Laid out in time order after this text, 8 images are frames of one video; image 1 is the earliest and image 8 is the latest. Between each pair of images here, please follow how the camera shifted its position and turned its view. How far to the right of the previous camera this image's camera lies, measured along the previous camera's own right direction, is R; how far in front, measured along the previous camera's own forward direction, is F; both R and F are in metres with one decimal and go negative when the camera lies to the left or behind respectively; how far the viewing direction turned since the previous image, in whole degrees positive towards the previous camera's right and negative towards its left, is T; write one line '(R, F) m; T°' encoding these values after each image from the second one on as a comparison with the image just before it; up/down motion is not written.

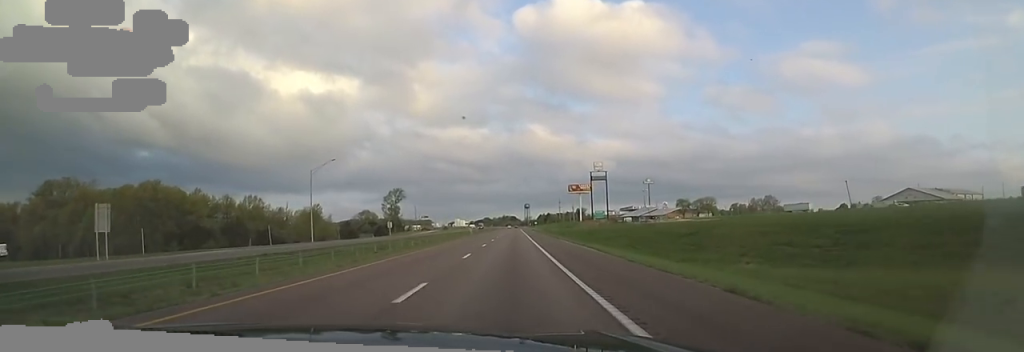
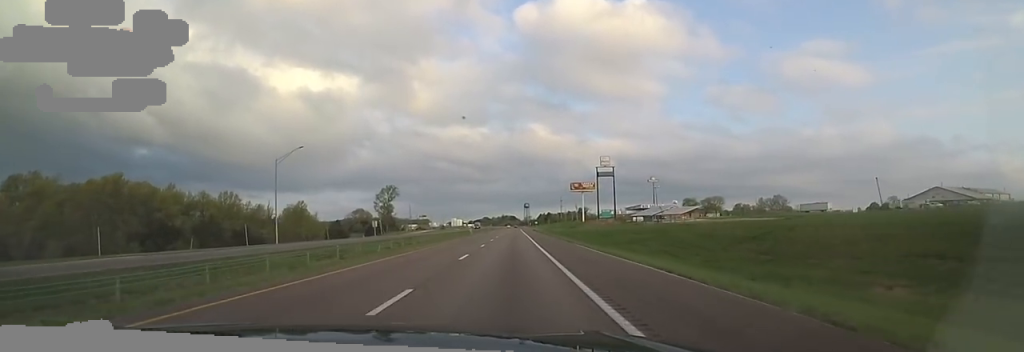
(-0.3, +13.8) m; 0°
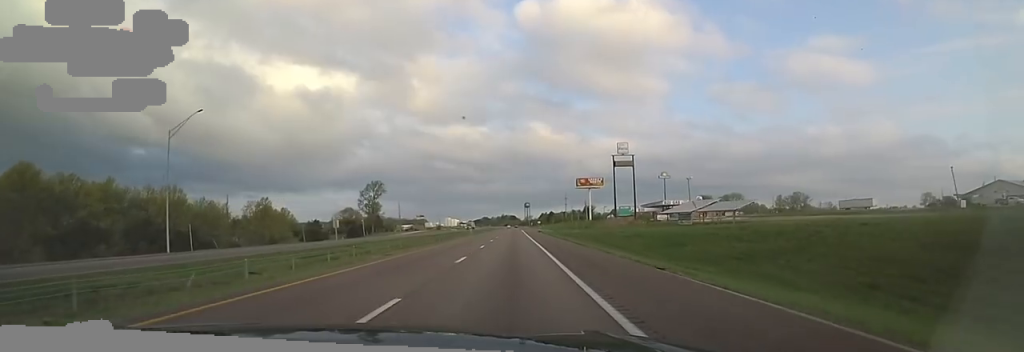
(-0.7, +26.5) m; 0°
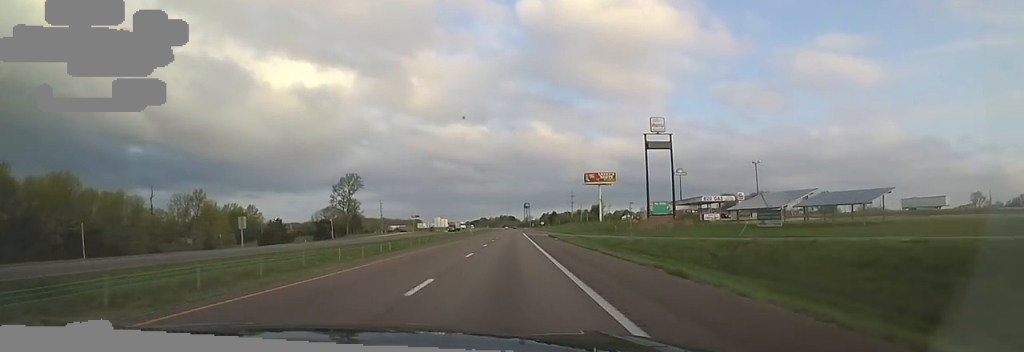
(+0.9, +33.3) m; +2°
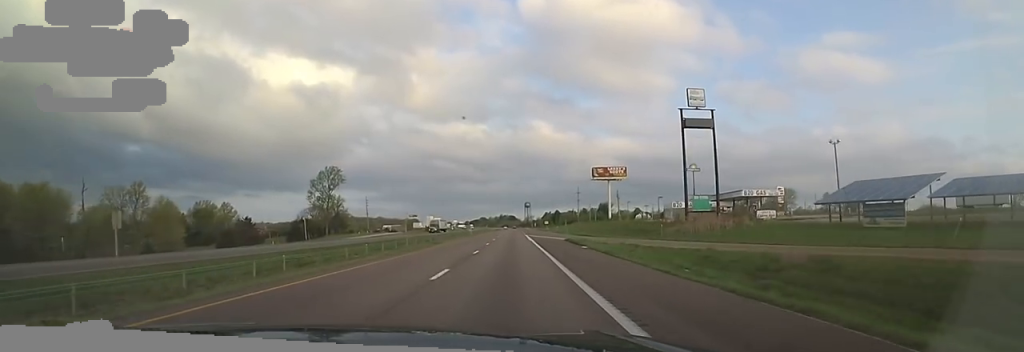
(+0.3, +21.6) m; 0°
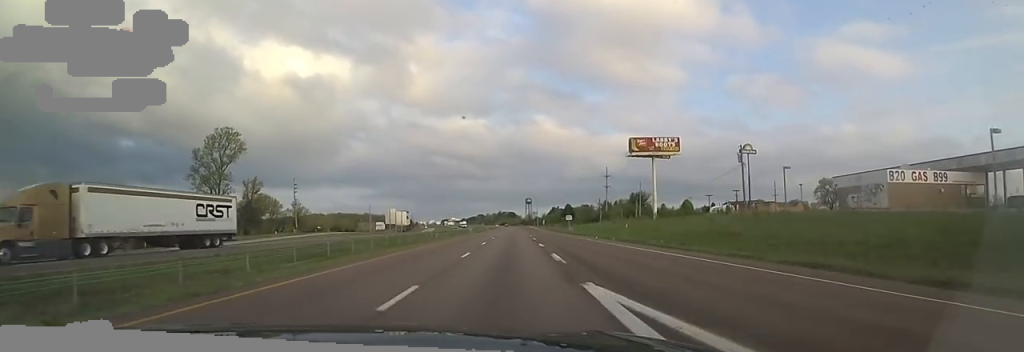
(-1.5, +65.5) m; -3°
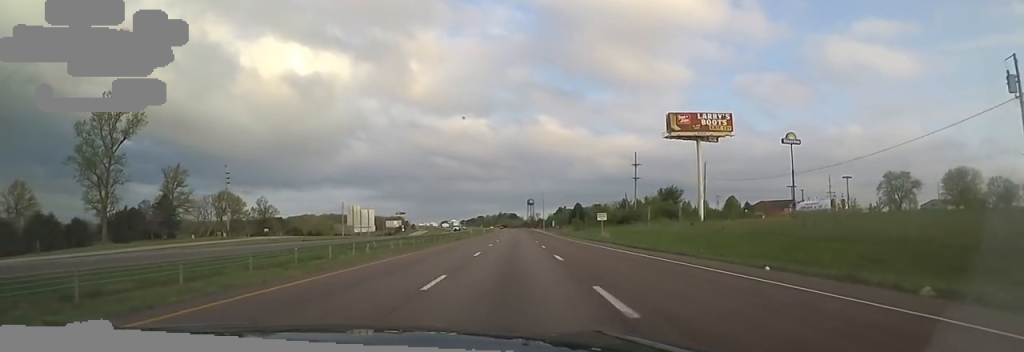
(0.0, +33.8) m; +1°
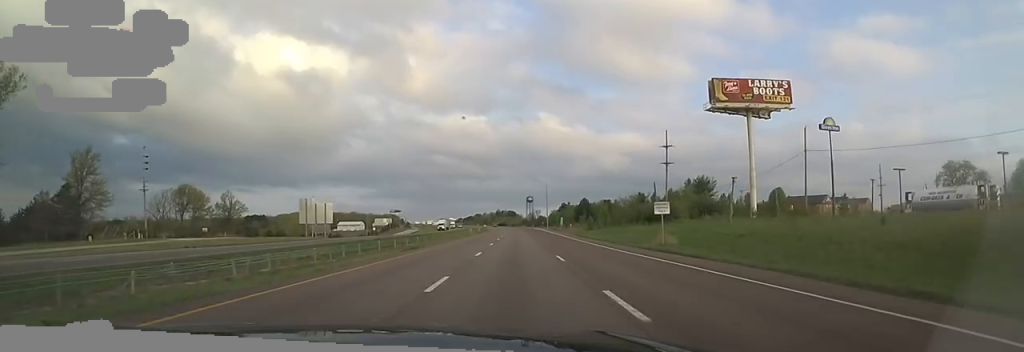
(+0.4, +24.7) m; +1°
